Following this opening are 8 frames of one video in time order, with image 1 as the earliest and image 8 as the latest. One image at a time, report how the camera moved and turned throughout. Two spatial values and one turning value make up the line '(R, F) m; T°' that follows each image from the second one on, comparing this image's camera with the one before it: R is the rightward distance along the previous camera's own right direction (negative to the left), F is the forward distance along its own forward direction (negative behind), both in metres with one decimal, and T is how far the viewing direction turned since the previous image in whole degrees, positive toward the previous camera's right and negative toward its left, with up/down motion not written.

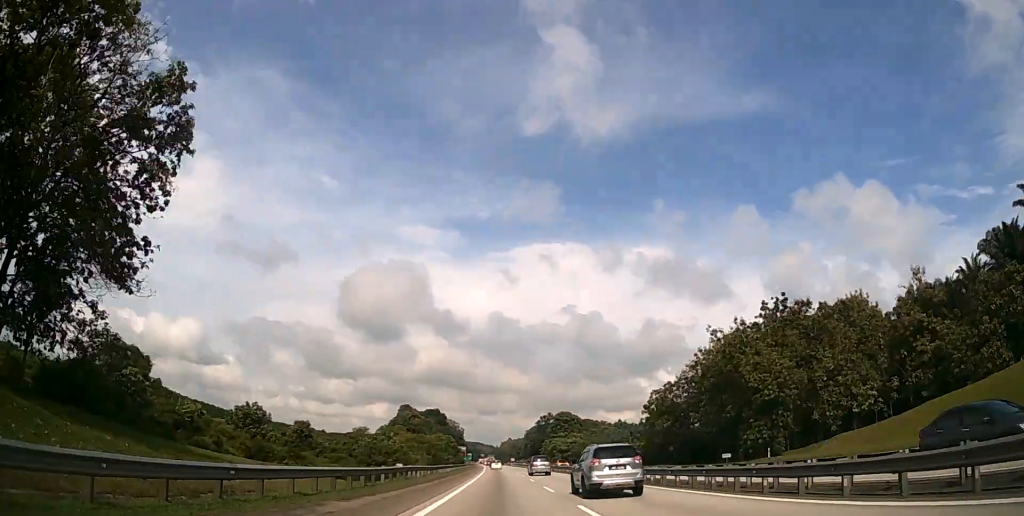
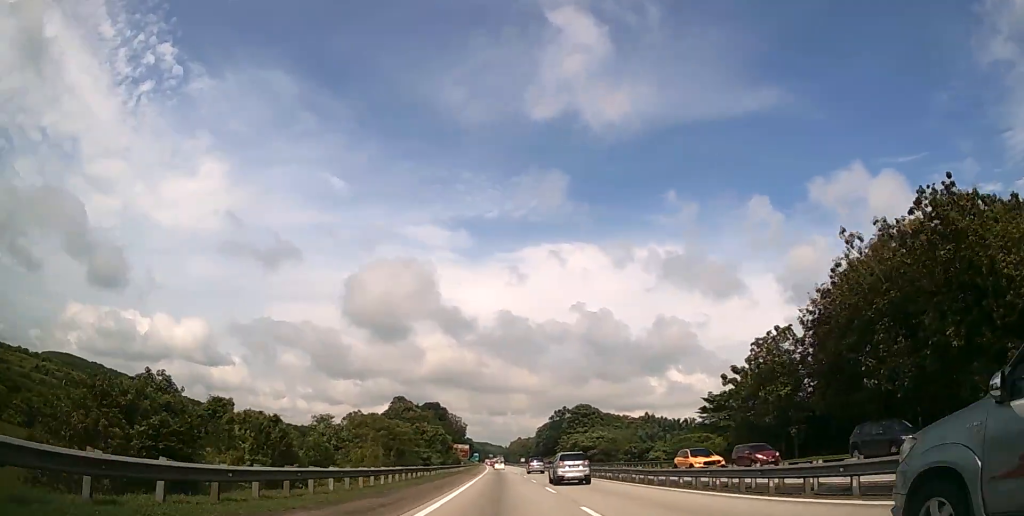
(-0.4, +36.0) m; -1°
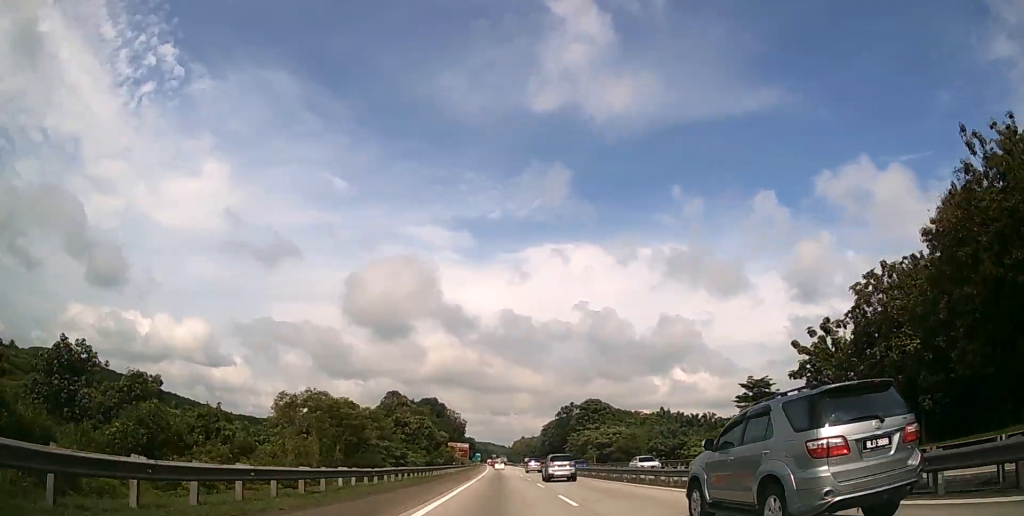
(-0.1, +18.8) m; 0°
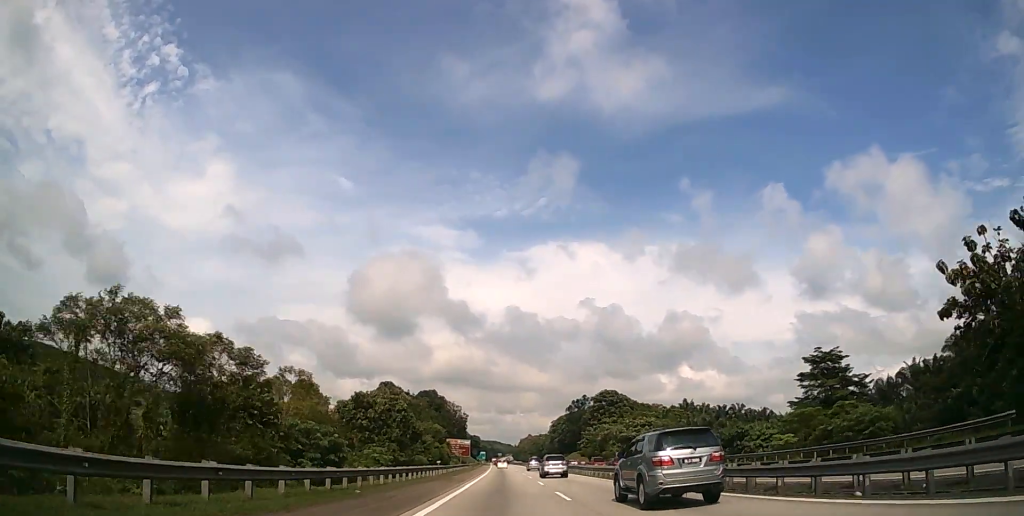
(-0.1, +21.6) m; -1°
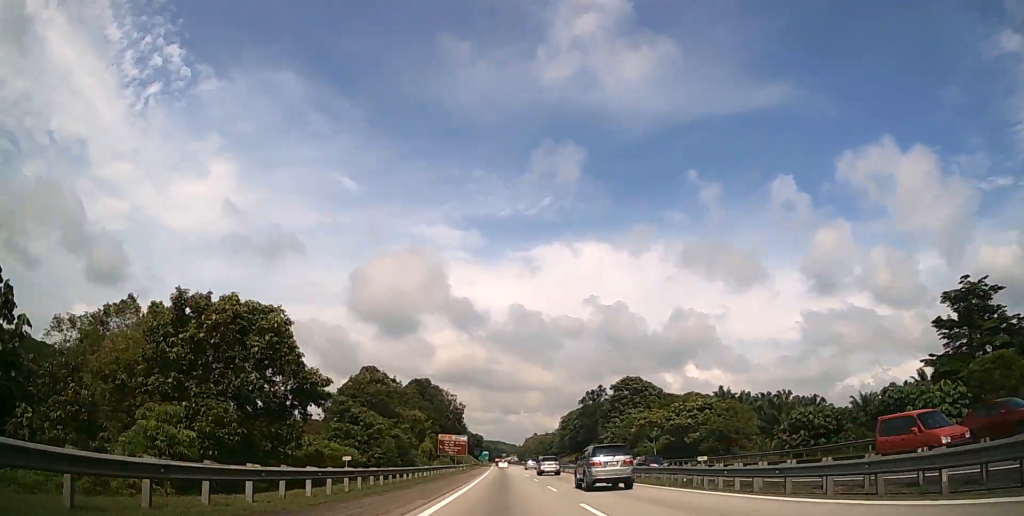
(-0.1, +30.2) m; 0°
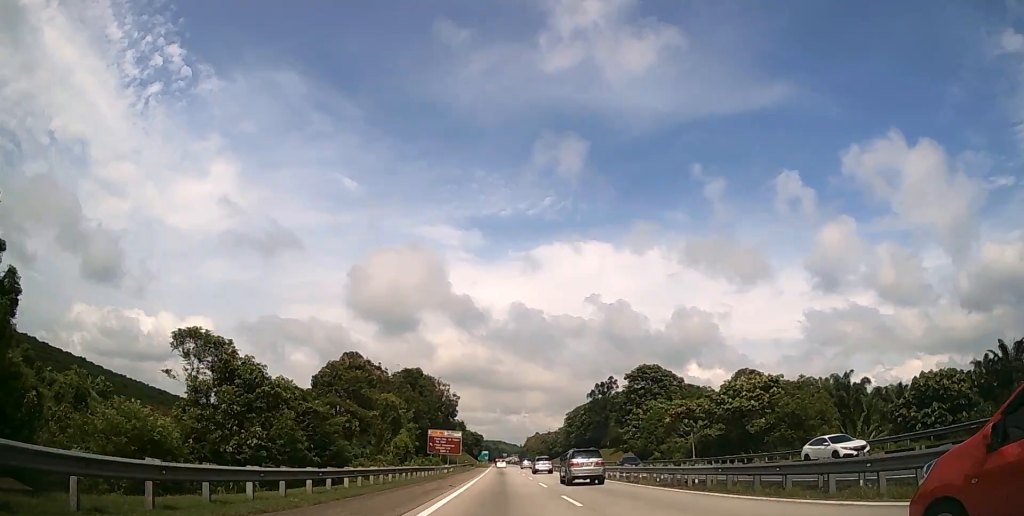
(0.0, +20.1) m; 0°
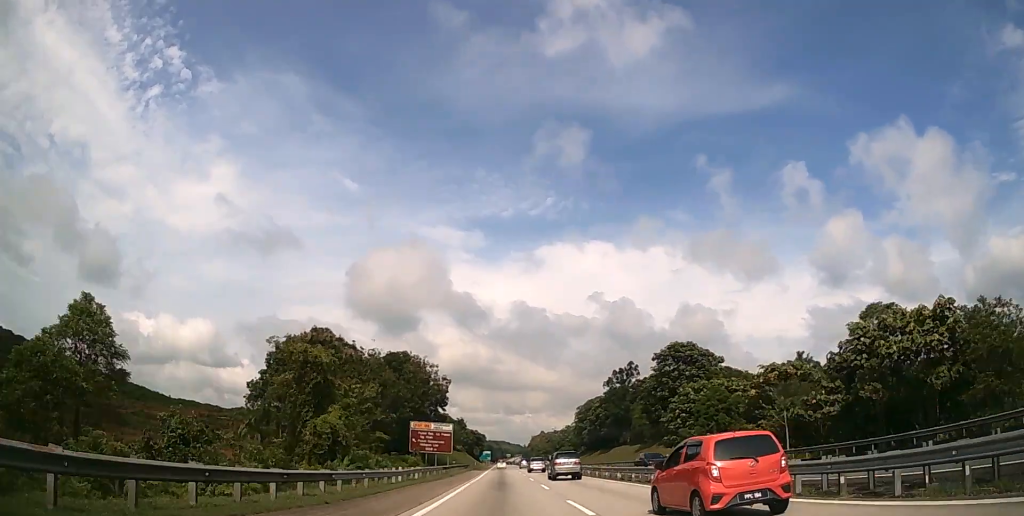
(-0.1, +26.7) m; 0°
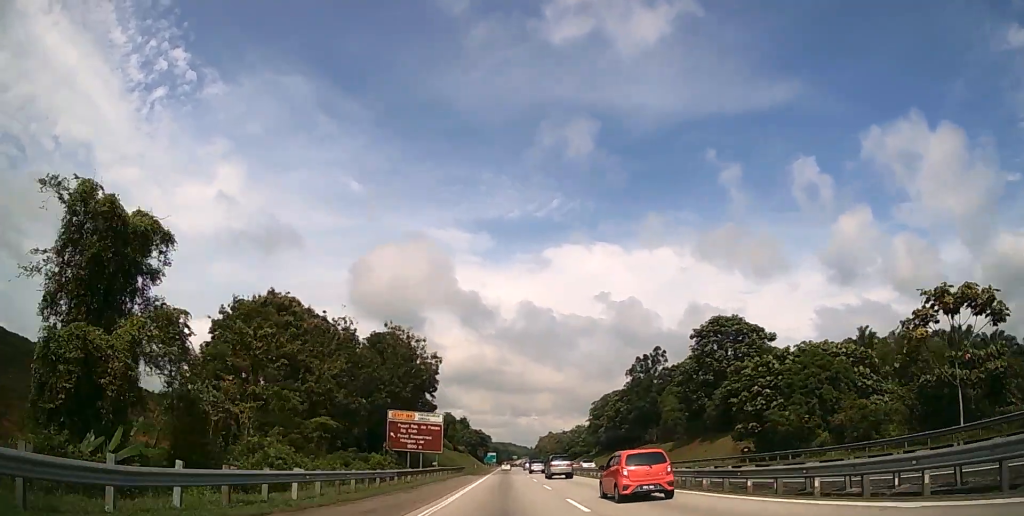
(-0.1, +22.9) m; -1°
